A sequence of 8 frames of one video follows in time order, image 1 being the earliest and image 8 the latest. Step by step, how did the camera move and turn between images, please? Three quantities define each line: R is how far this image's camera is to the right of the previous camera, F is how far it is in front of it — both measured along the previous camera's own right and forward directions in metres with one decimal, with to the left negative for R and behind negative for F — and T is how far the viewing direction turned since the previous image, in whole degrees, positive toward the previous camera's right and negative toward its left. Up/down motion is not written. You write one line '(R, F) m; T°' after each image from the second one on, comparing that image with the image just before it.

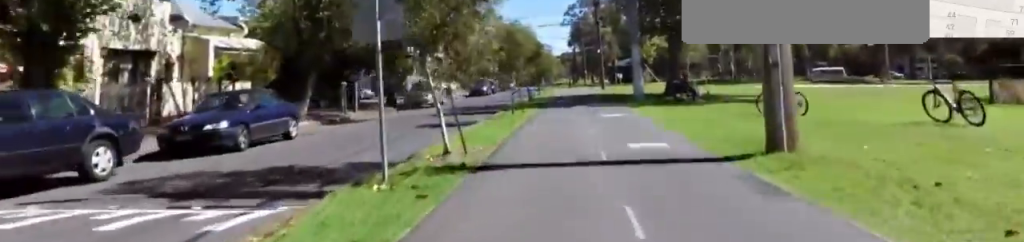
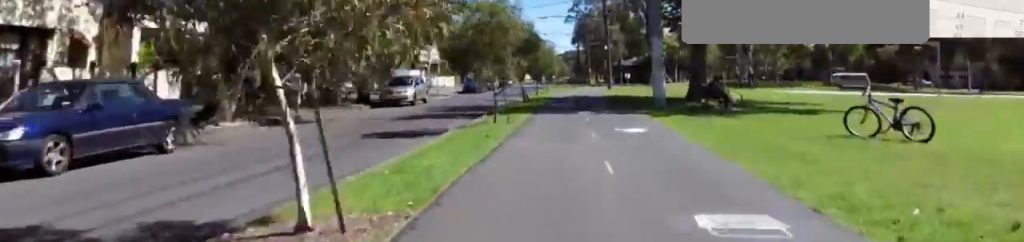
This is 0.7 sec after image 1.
(-0.1, +5.0) m; -5°
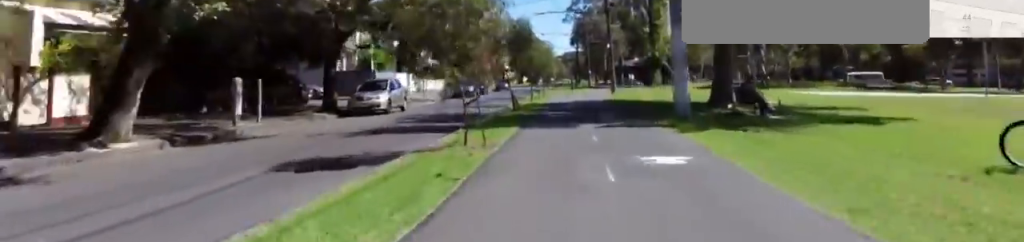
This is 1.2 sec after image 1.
(-0.5, +4.0) m; -6°
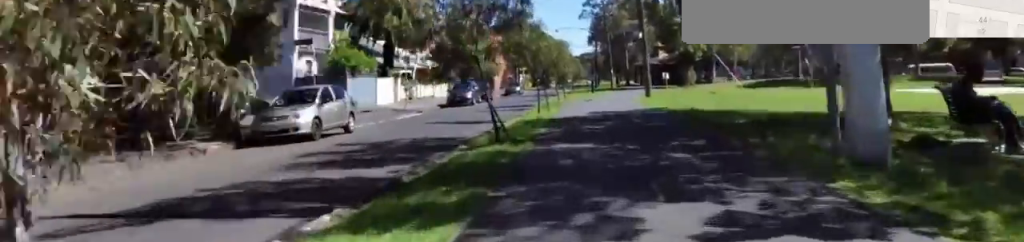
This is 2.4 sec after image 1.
(-0.1, +9.1) m; +9°
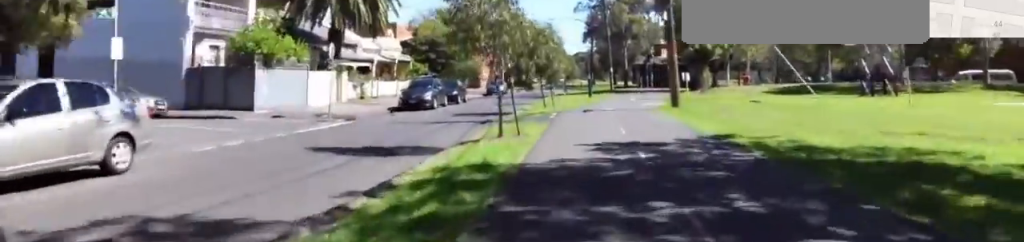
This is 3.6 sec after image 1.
(+1.0, +9.3) m; 0°
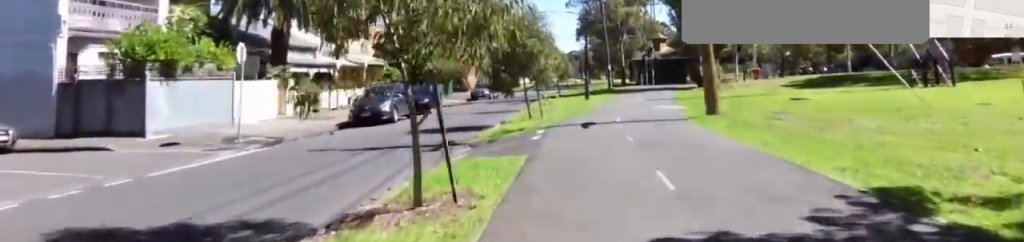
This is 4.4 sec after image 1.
(-0.9, +5.9) m; 0°
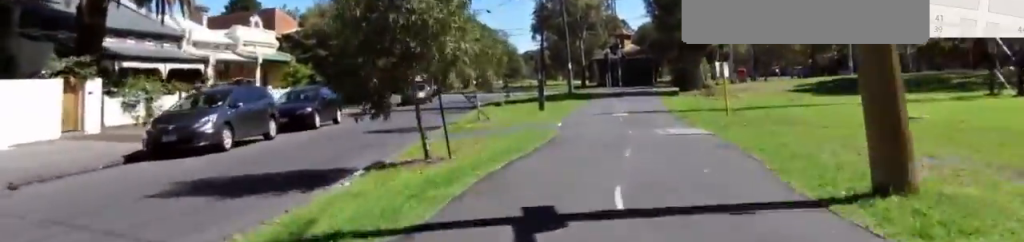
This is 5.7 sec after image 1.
(+0.9, +8.9) m; +1°
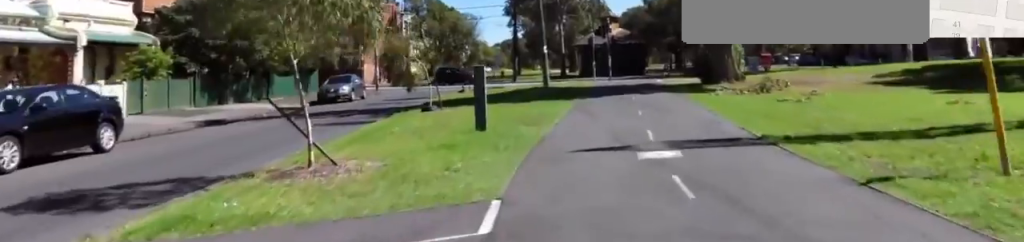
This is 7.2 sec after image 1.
(+0.4, +10.5) m; +1°
